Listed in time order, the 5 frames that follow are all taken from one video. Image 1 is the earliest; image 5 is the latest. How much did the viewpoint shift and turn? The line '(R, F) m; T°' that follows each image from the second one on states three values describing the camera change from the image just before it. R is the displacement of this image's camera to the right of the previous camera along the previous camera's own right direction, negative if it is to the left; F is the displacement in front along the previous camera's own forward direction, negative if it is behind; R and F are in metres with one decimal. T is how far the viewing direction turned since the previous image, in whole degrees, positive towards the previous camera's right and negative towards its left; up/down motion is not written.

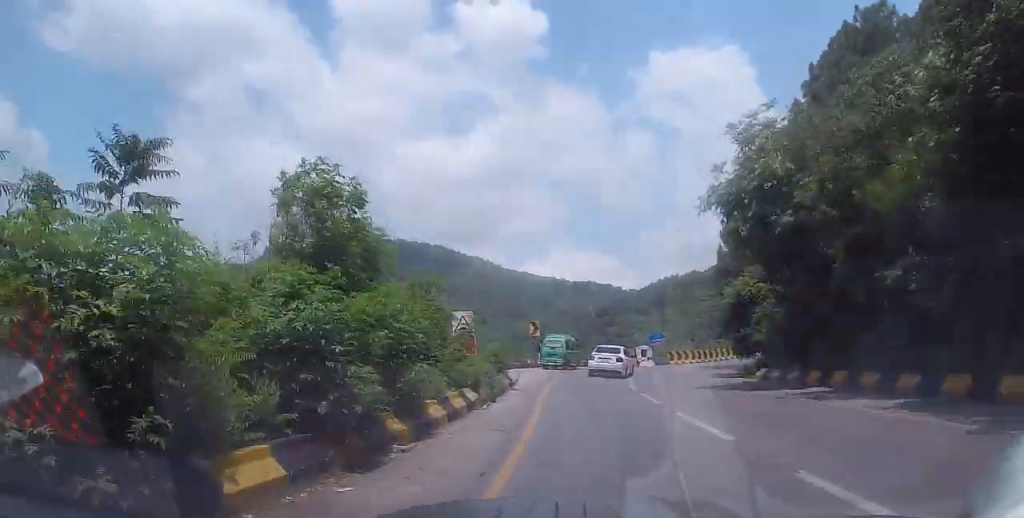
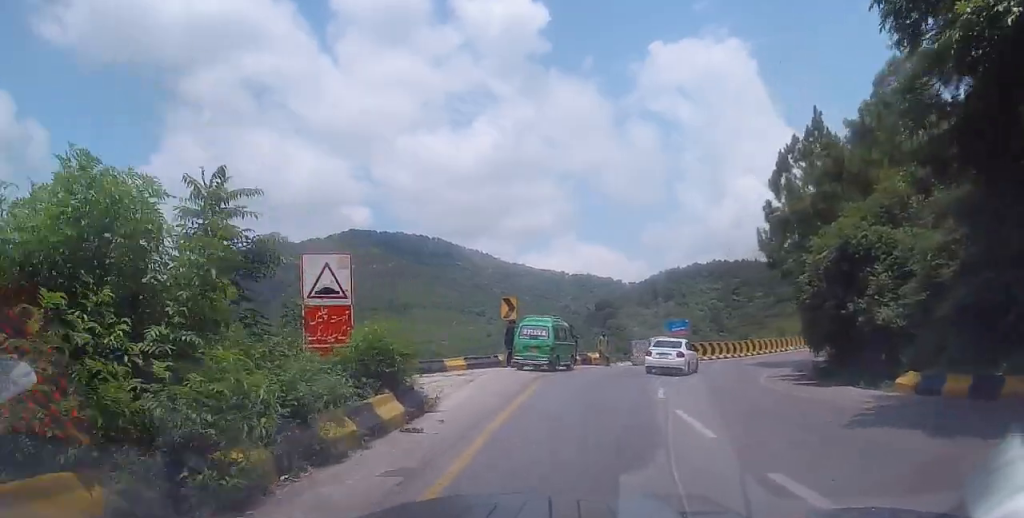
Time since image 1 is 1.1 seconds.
(-0.5, +12.4) m; -2°
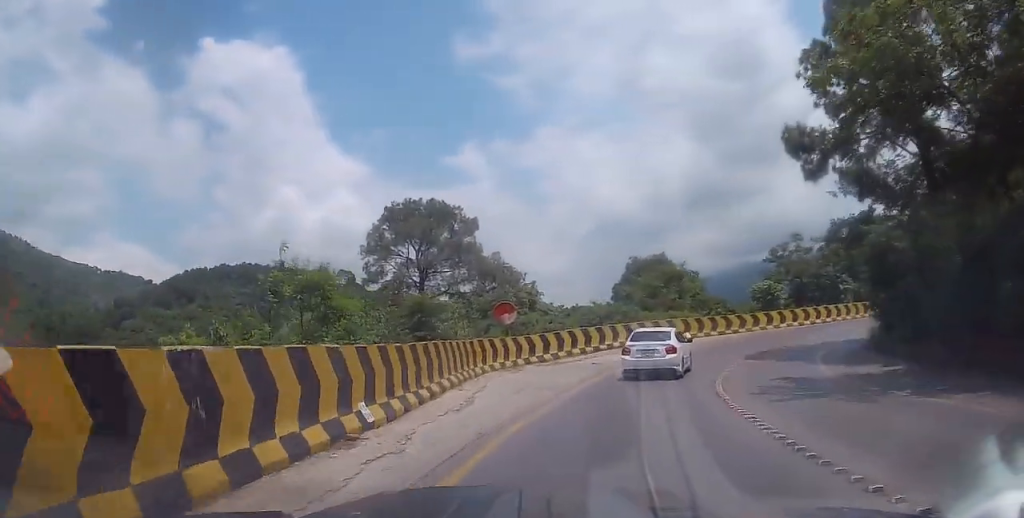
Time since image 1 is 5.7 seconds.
(+13.9, +47.6) m; +38°
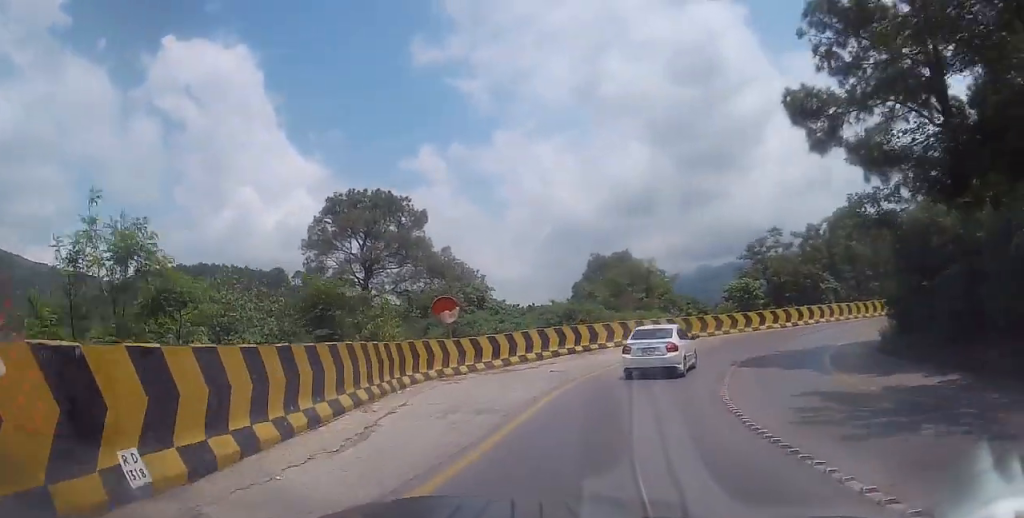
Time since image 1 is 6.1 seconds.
(0.0, +4.5) m; +4°
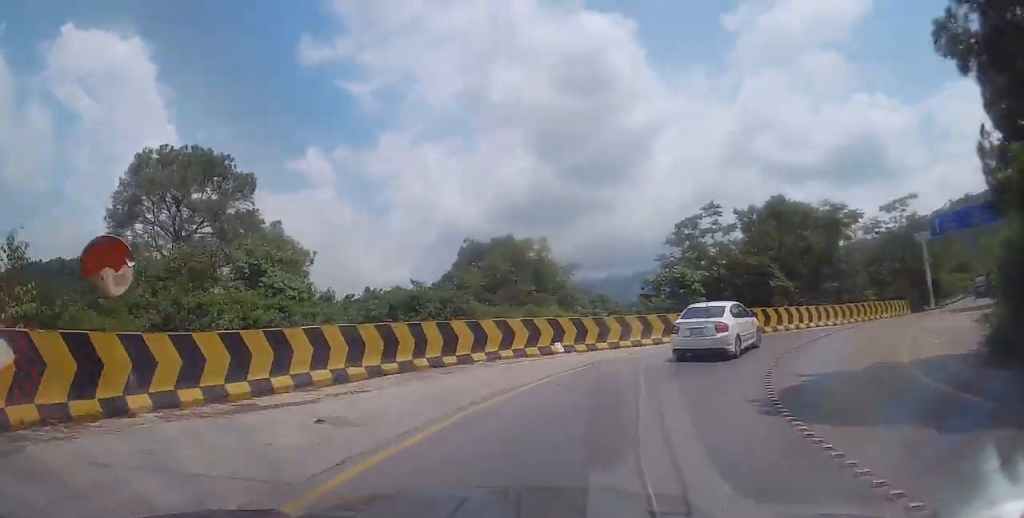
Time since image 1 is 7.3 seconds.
(+1.5, +12.4) m; +13°
